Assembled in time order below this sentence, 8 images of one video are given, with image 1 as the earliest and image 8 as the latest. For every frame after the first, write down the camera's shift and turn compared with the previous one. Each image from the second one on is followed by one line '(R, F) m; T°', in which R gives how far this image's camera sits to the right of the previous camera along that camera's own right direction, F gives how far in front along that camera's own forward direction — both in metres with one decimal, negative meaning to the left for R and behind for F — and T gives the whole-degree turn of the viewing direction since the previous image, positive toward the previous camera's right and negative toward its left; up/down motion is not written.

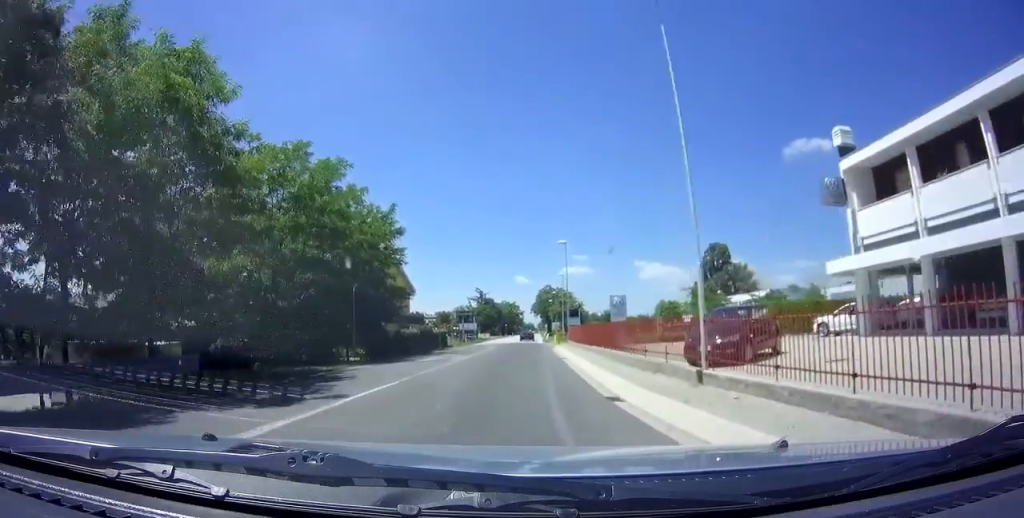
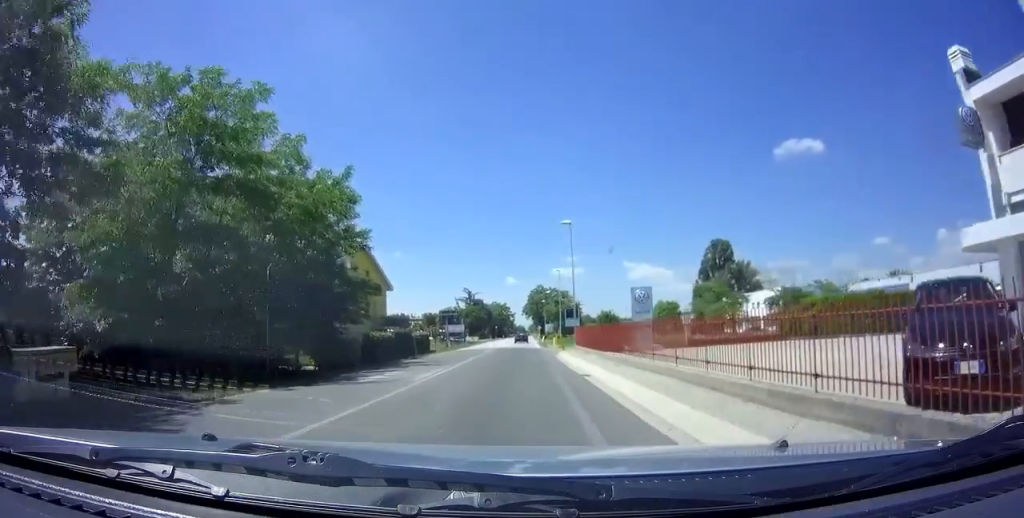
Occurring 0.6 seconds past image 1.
(+0.1, +9.1) m; +1°
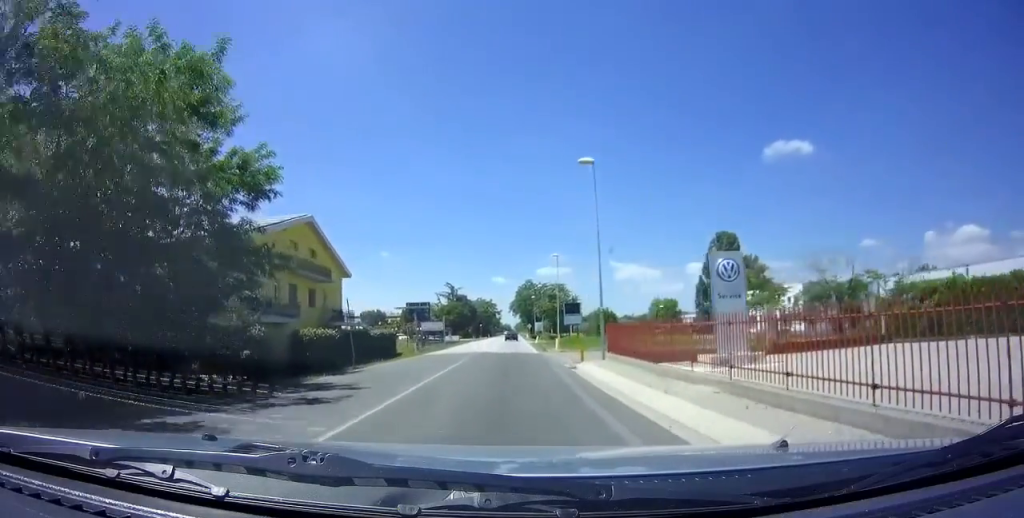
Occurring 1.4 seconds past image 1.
(+0.1, +12.6) m; +1°
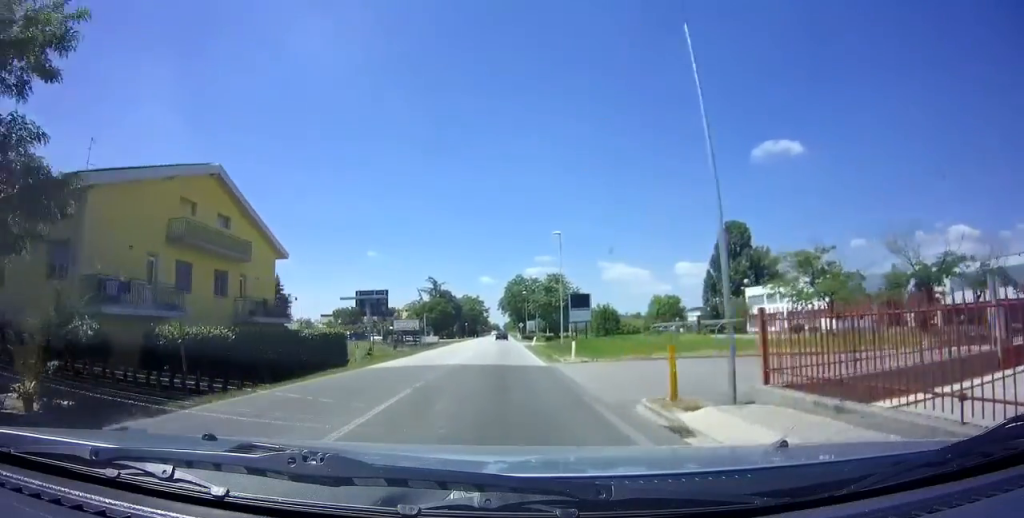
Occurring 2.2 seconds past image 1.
(+0.1, +12.7) m; +1°
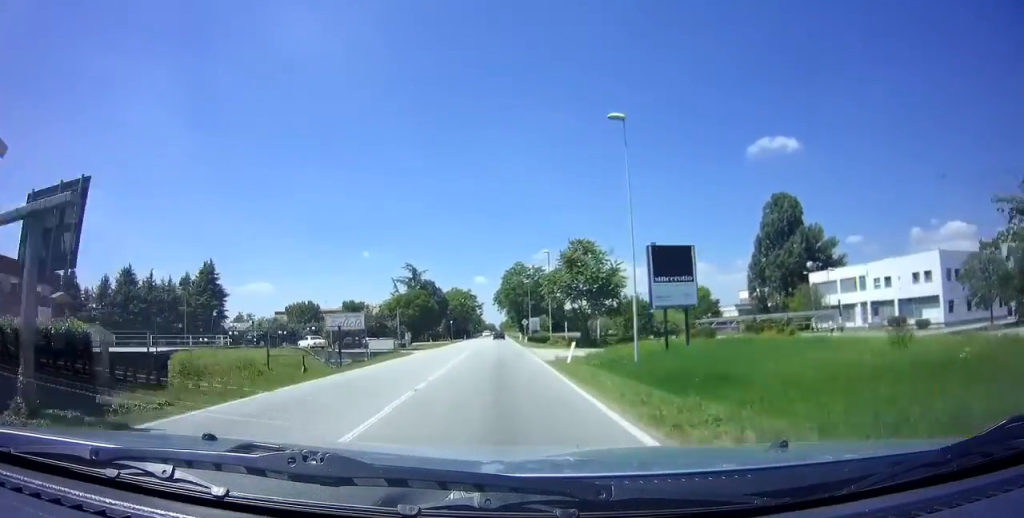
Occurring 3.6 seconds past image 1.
(+0.3, +24.6) m; +1°
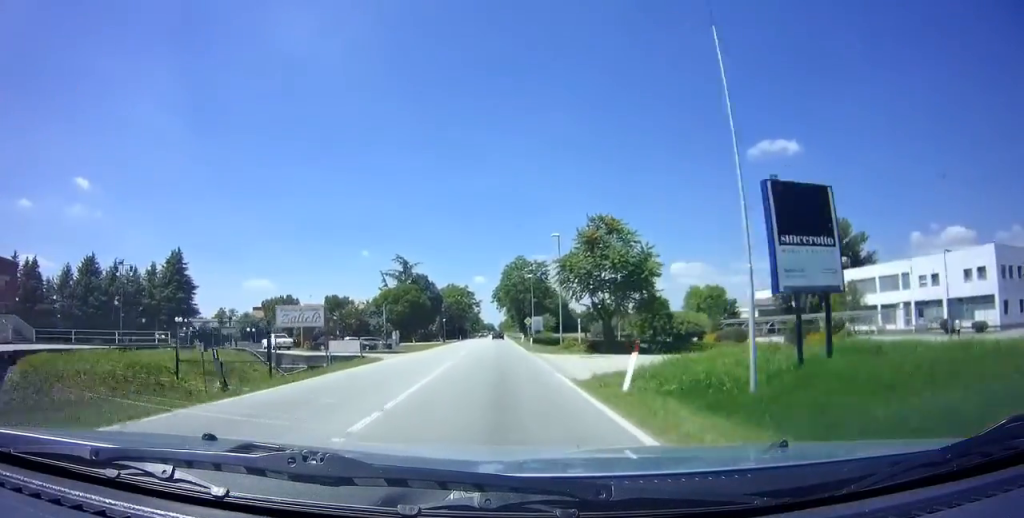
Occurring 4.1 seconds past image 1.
(0.0, +9.5) m; 0°
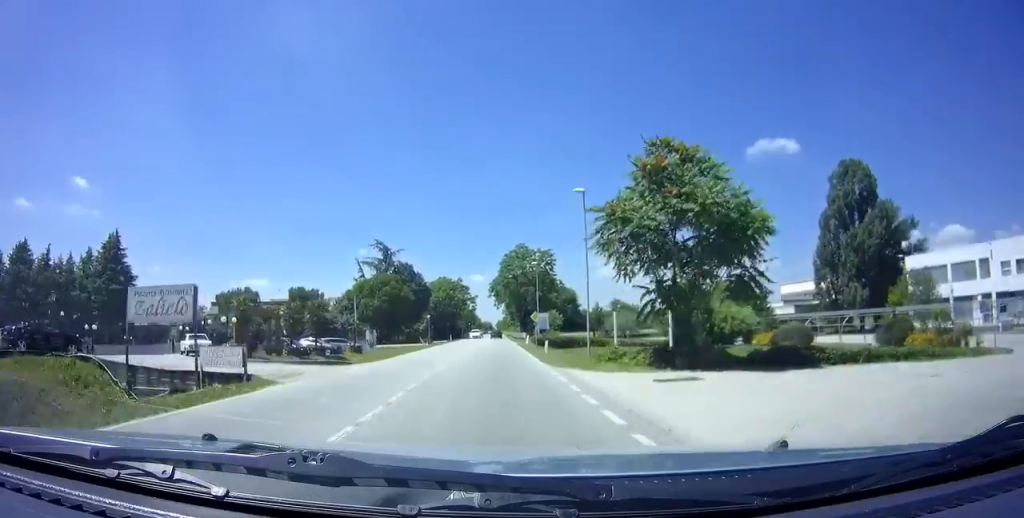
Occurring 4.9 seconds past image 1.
(0.0, +13.8) m; 0°
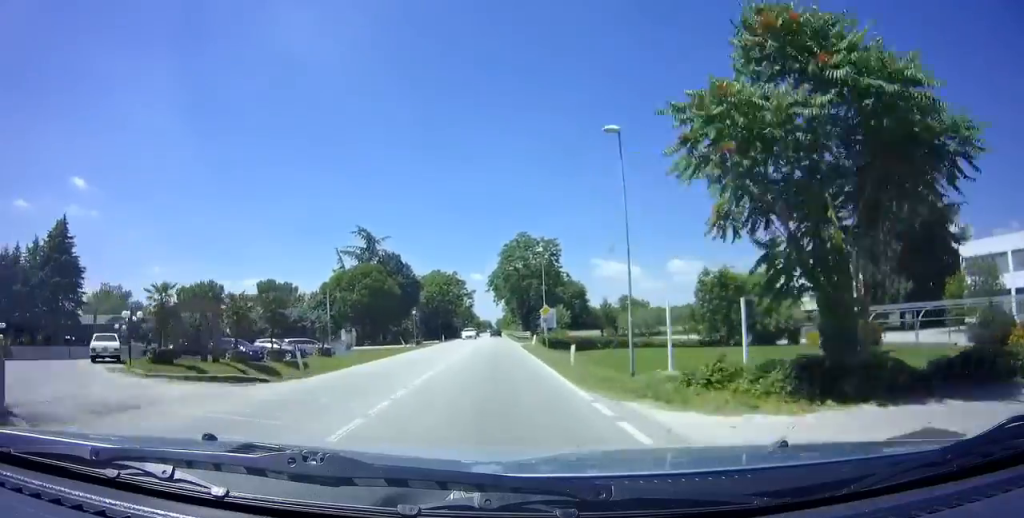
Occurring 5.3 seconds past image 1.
(0.0, +8.4) m; 0°
